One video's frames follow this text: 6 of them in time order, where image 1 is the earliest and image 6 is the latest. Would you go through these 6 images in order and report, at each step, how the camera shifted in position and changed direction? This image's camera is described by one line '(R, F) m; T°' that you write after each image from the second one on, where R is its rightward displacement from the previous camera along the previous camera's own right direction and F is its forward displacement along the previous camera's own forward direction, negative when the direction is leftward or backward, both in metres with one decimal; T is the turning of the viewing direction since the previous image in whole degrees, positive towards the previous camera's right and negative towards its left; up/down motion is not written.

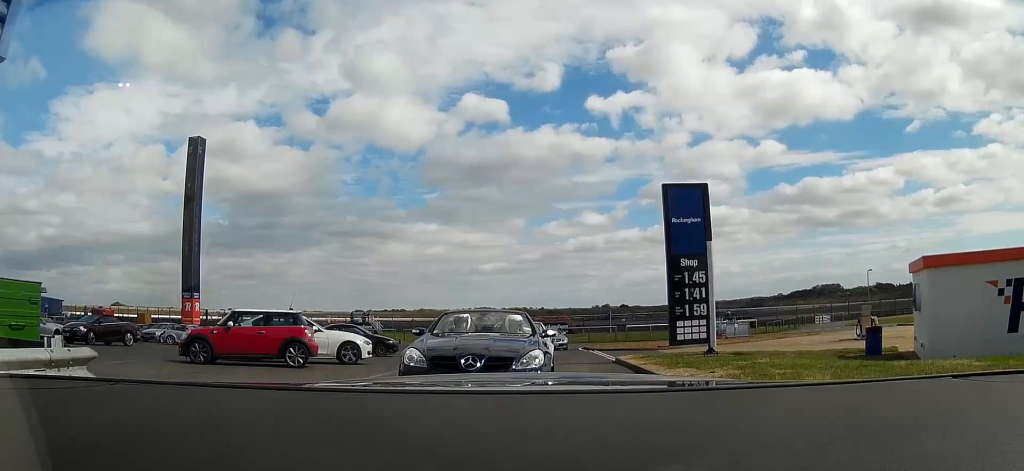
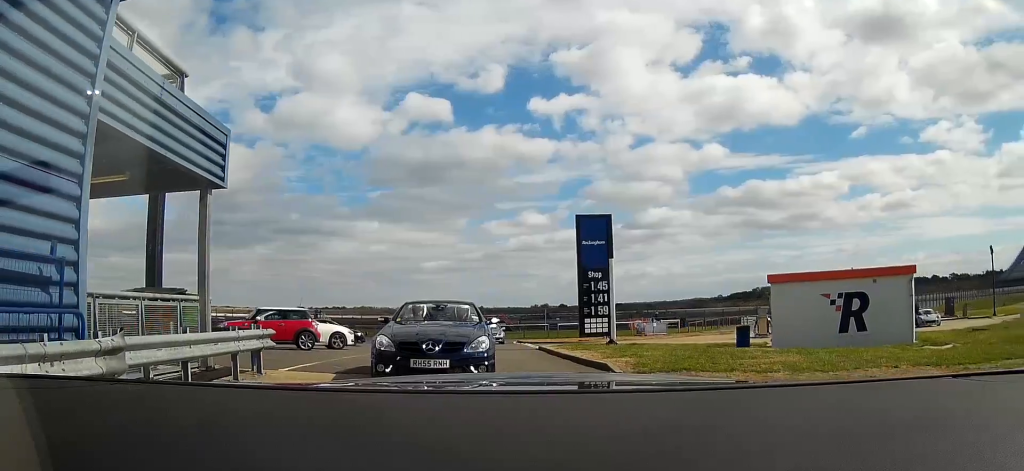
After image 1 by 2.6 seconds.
(-0.4, +5.8) m; +1°
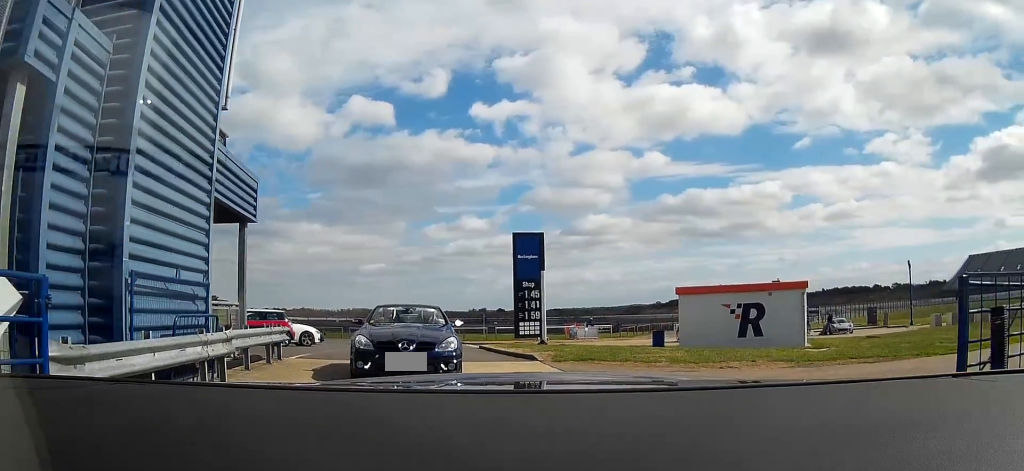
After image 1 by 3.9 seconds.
(+0.4, +3.5) m; +8°
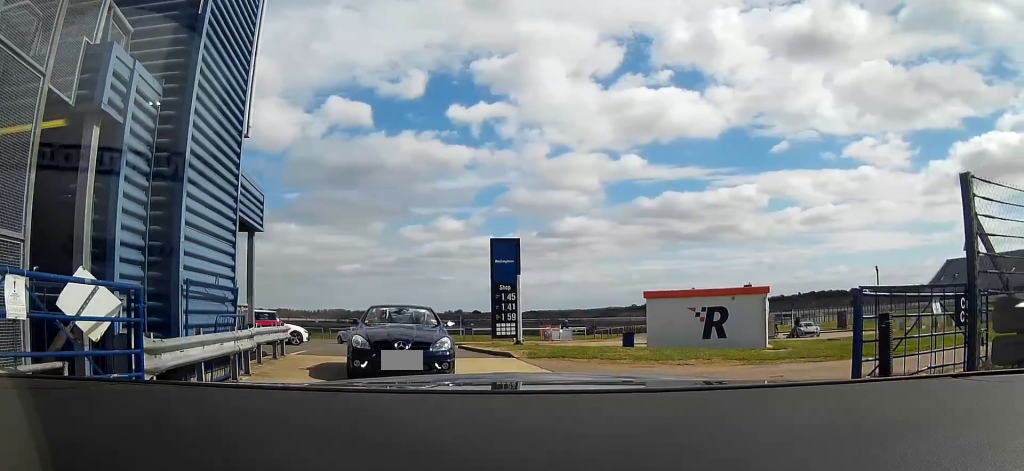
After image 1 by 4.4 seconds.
(0.0, +1.5) m; +1°
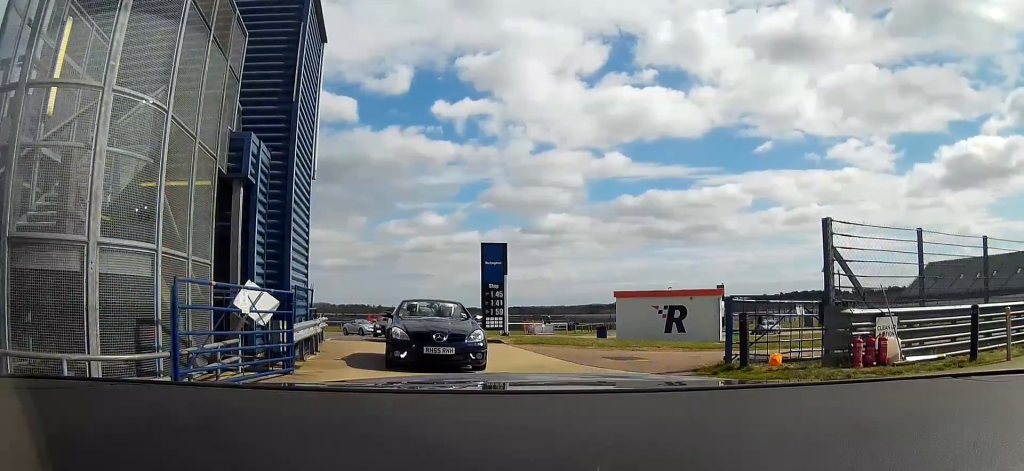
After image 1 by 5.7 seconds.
(+0.1, +4.0) m; +2°
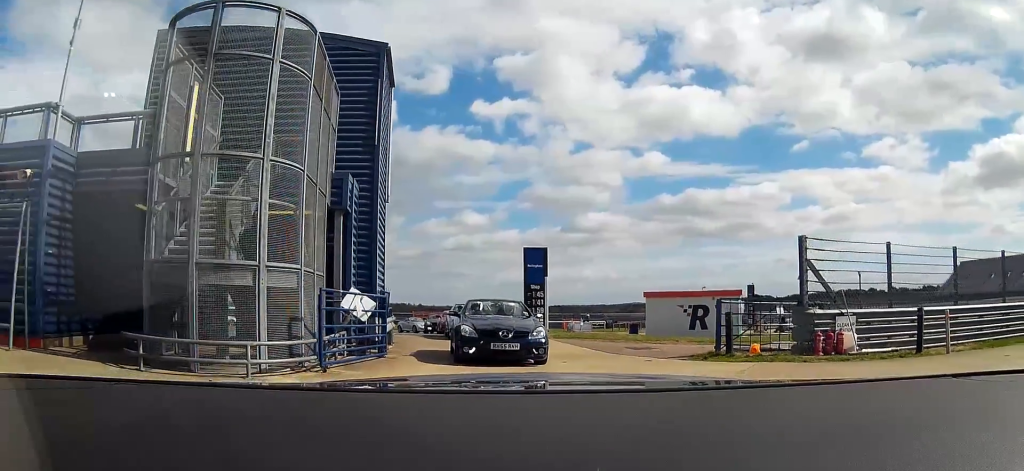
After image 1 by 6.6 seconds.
(+0.1, +3.3) m; +1°
